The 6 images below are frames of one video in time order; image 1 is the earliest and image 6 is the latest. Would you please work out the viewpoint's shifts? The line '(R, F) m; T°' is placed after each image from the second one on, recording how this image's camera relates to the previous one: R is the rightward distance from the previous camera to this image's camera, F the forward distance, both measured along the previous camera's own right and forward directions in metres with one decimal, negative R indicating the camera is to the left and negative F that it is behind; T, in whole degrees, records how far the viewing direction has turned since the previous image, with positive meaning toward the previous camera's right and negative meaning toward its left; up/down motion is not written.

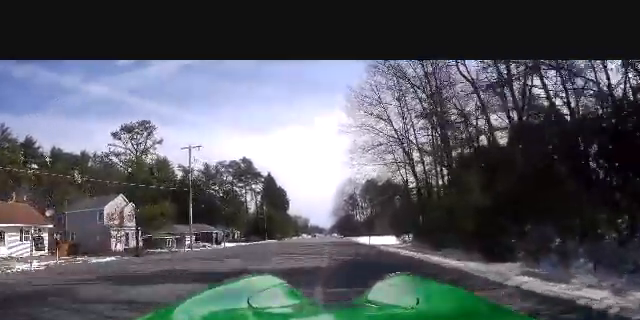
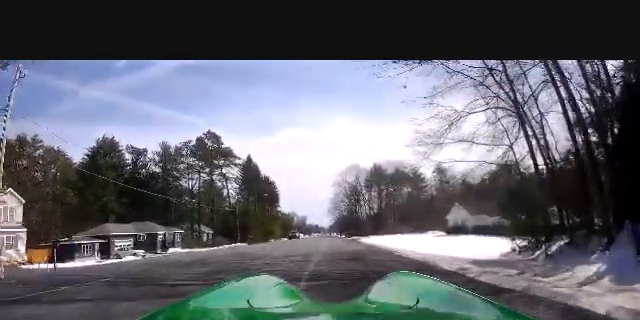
(+0.6, +25.8) m; +1°
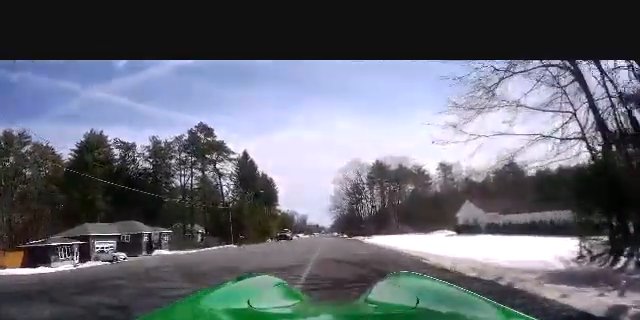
(0.0, +4.8) m; 0°
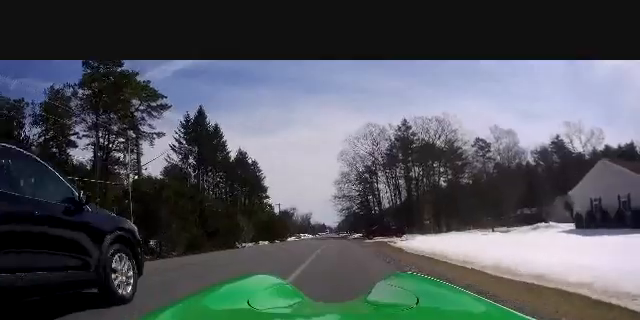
(0.0, +31.6) m; 0°
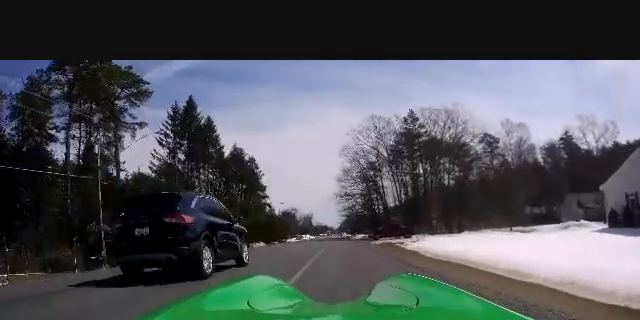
(0.0, +4.7) m; -1°
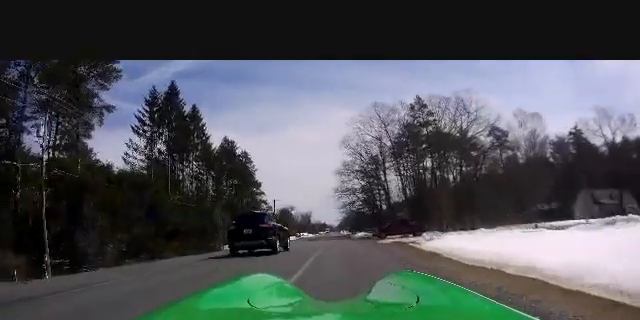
(0.0, +6.0) m; -1°
